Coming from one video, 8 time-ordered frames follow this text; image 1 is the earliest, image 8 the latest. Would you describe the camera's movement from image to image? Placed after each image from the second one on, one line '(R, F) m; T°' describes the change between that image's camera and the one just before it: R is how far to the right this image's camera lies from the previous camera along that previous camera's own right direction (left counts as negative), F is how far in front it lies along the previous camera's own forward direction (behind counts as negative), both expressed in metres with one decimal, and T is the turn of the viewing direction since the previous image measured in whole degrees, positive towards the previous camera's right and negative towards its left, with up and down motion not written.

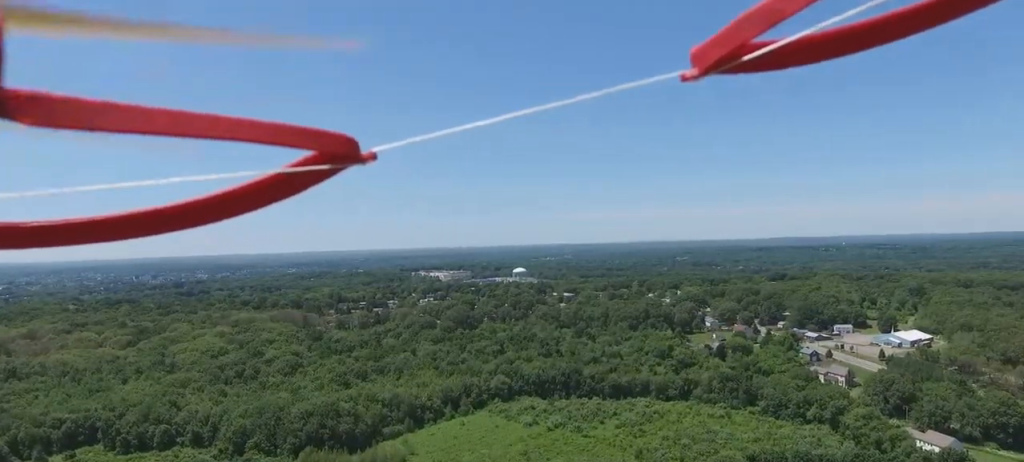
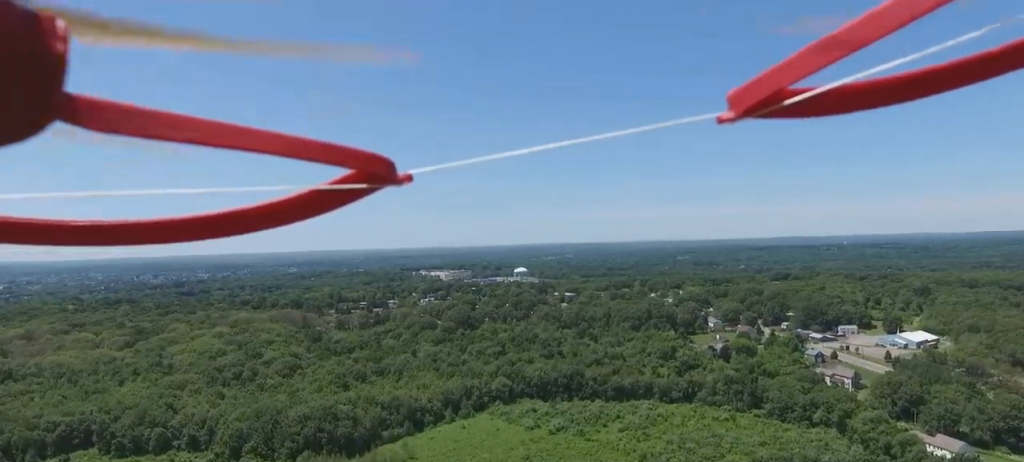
(0.0, +4.7) m; -1°
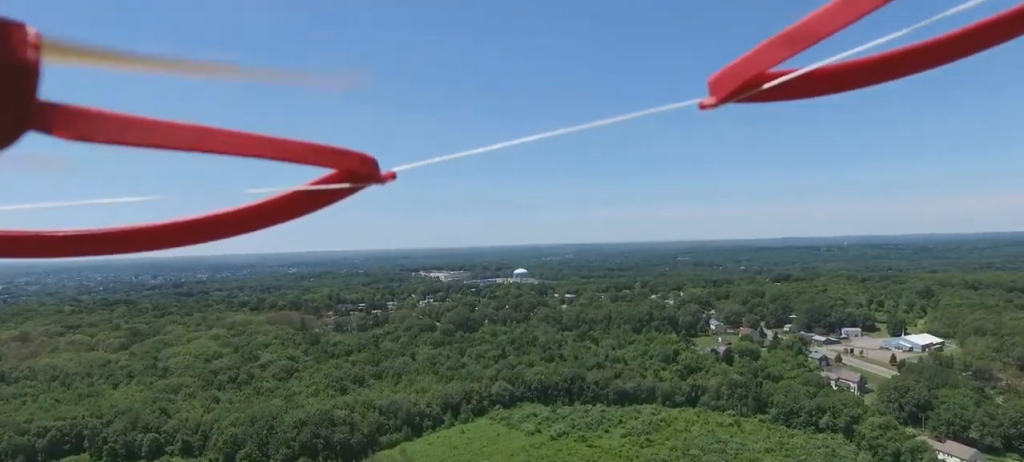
(0.0, +5.8) m; -1°
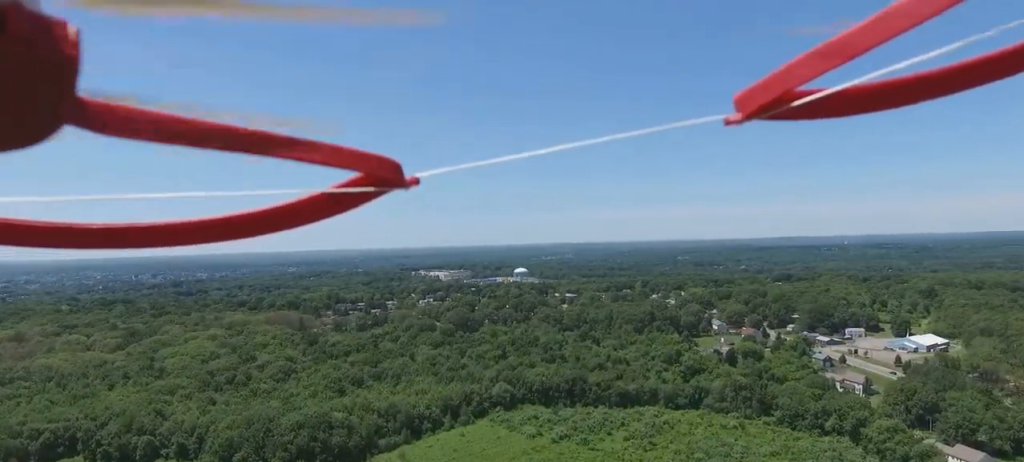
(0.0, +4.7) m; +1°
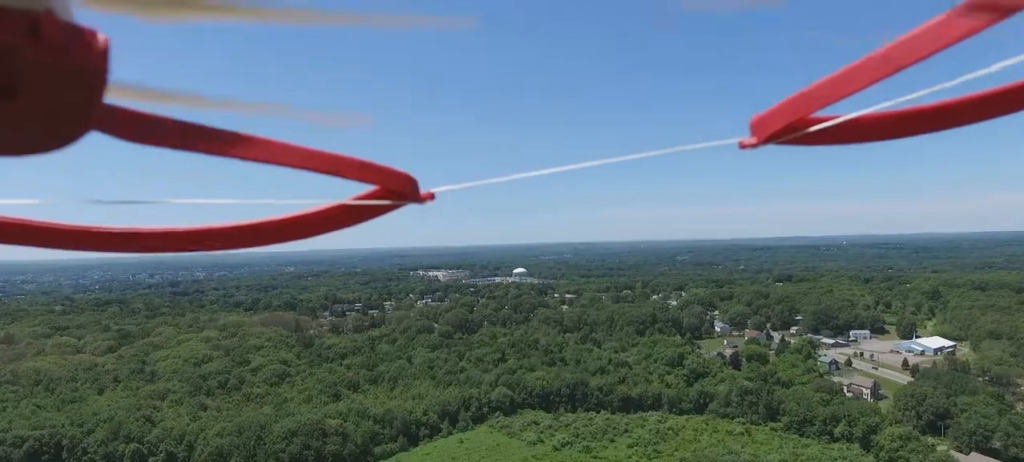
(+0.2, +10.2) m; +1°
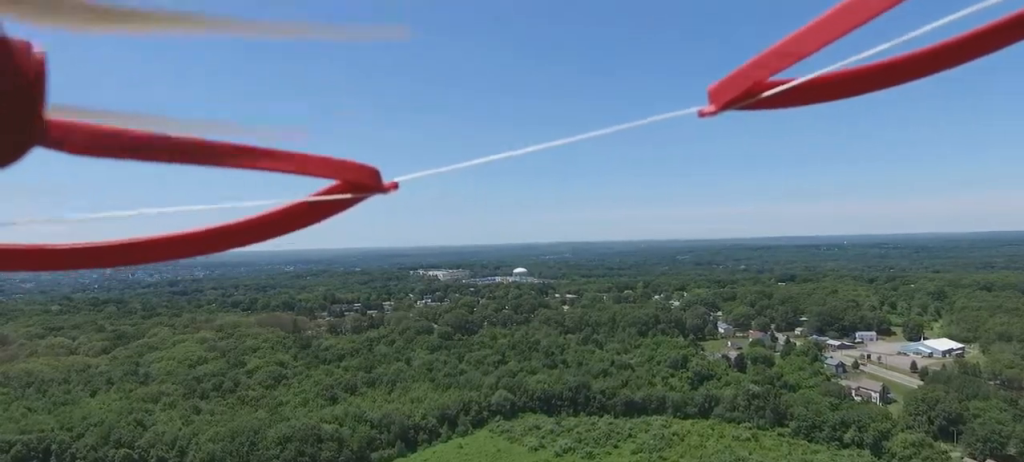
(0.0, +7.2) m; 0°
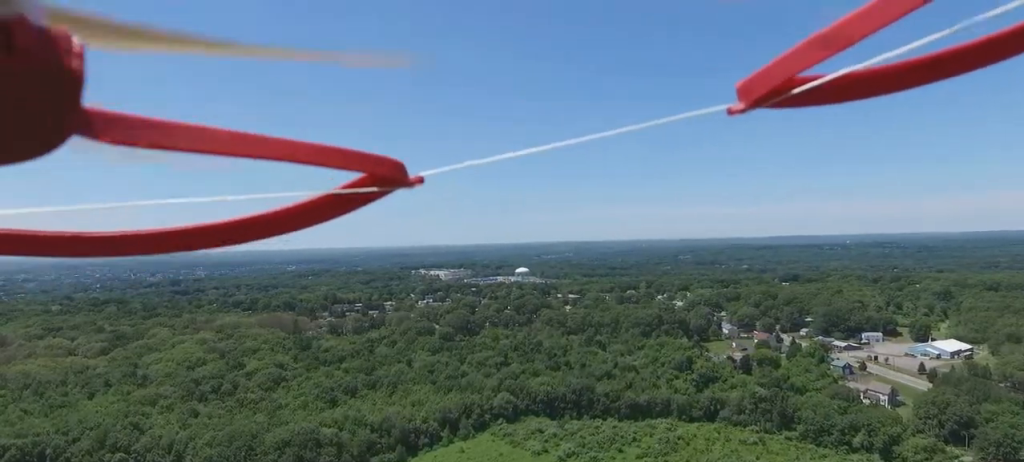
(0.0, +4.1) m; 0°
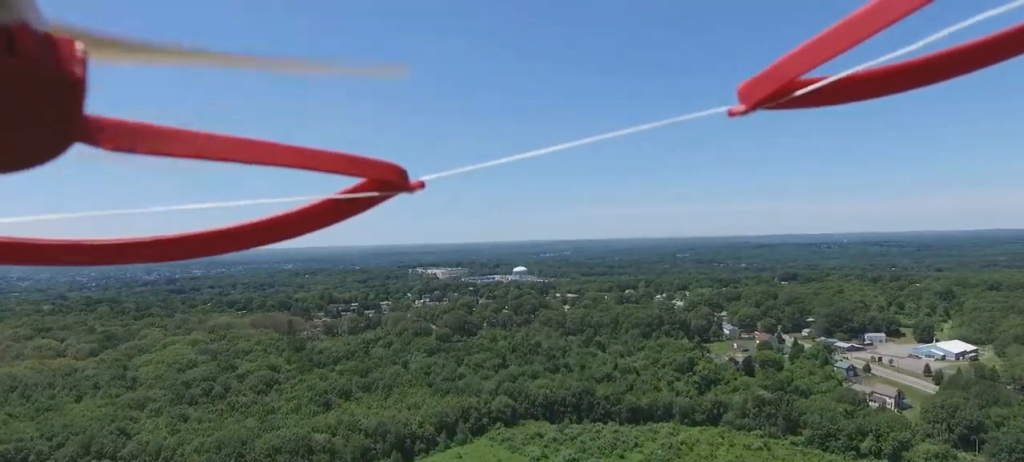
(+0.1, +7.1) m; +1°
